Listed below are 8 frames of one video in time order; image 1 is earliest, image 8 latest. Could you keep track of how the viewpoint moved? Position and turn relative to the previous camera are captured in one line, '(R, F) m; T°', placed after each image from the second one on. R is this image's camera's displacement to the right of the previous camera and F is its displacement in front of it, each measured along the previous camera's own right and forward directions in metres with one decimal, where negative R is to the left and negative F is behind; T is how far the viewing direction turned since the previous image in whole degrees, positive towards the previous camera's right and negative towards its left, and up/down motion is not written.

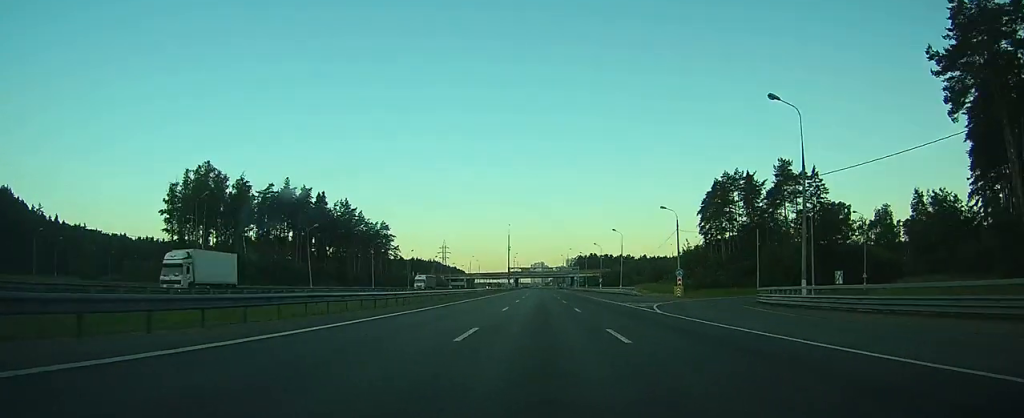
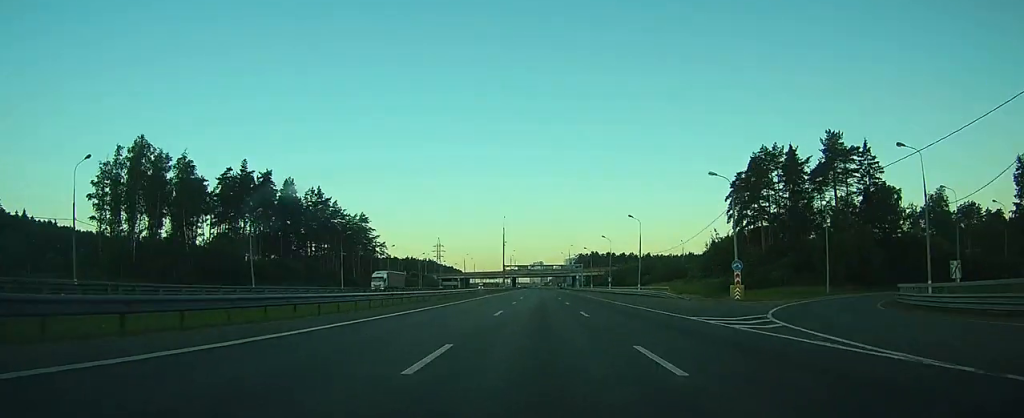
(0.0, +20.6) m; 0°
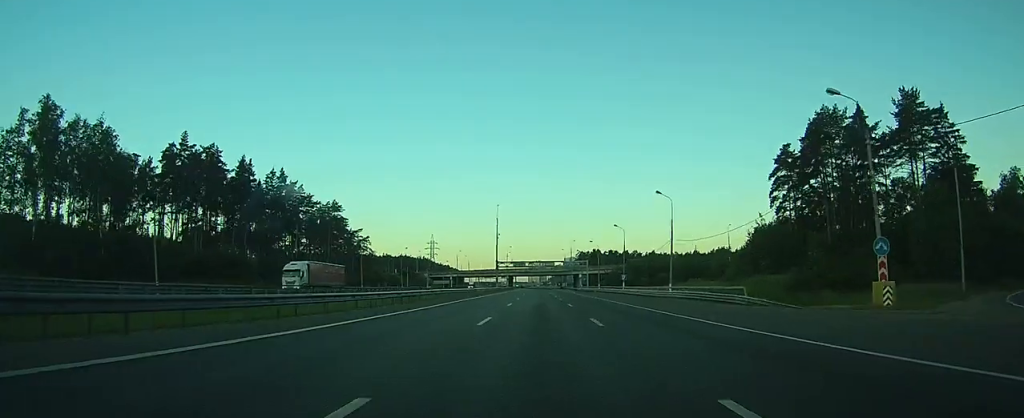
(0.0, +21.7) m; 0°
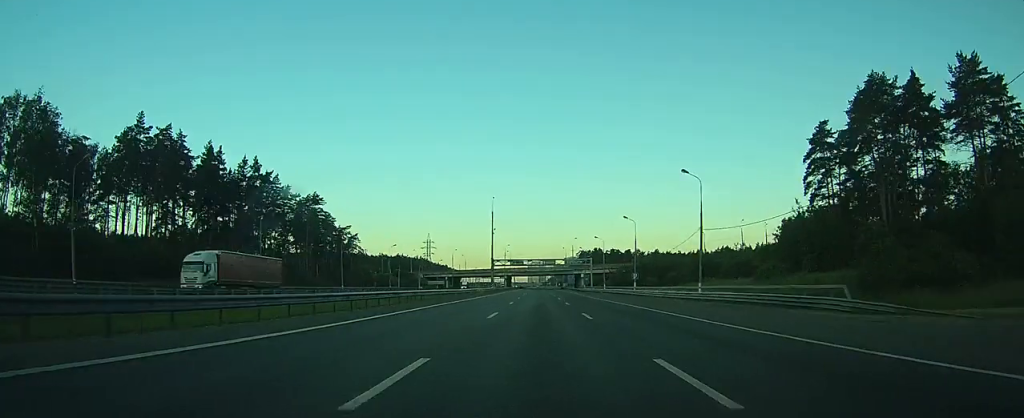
(0.0, +12.3) m; 0°
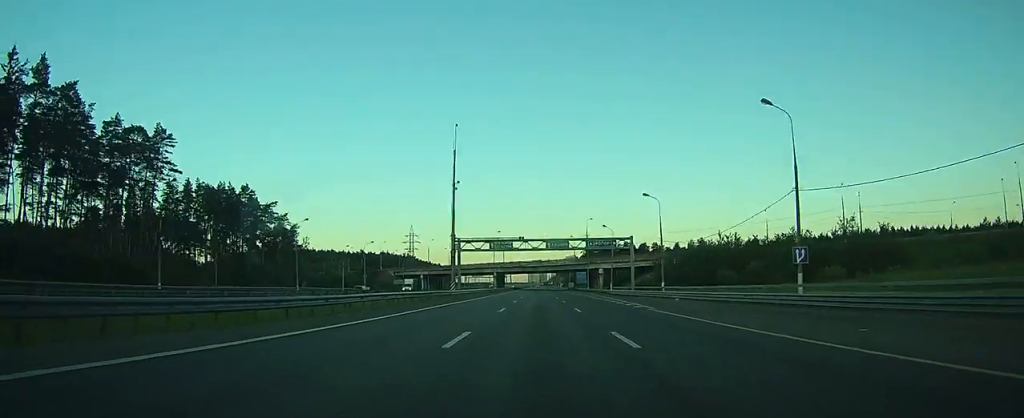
(+0.2, +57.5) m; 0°
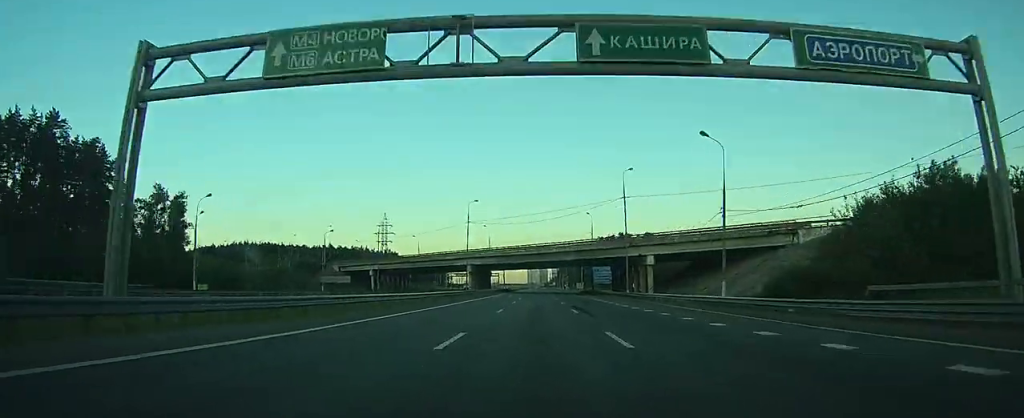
(-0.2, +63.4) m; 0°
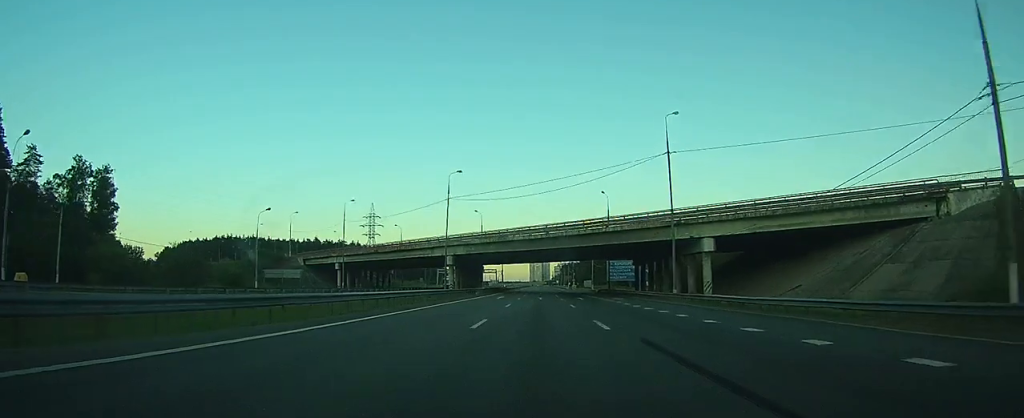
(0.0, +26.5) m; 0°
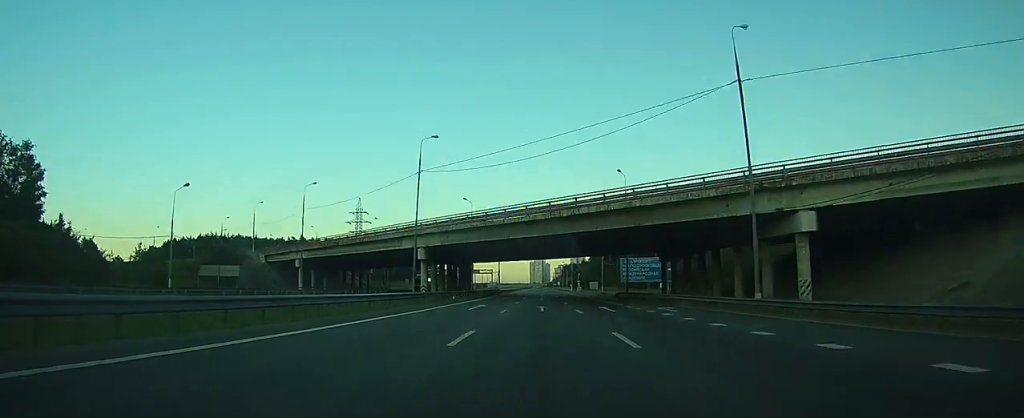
(0.0, +20.3) m; 0°
